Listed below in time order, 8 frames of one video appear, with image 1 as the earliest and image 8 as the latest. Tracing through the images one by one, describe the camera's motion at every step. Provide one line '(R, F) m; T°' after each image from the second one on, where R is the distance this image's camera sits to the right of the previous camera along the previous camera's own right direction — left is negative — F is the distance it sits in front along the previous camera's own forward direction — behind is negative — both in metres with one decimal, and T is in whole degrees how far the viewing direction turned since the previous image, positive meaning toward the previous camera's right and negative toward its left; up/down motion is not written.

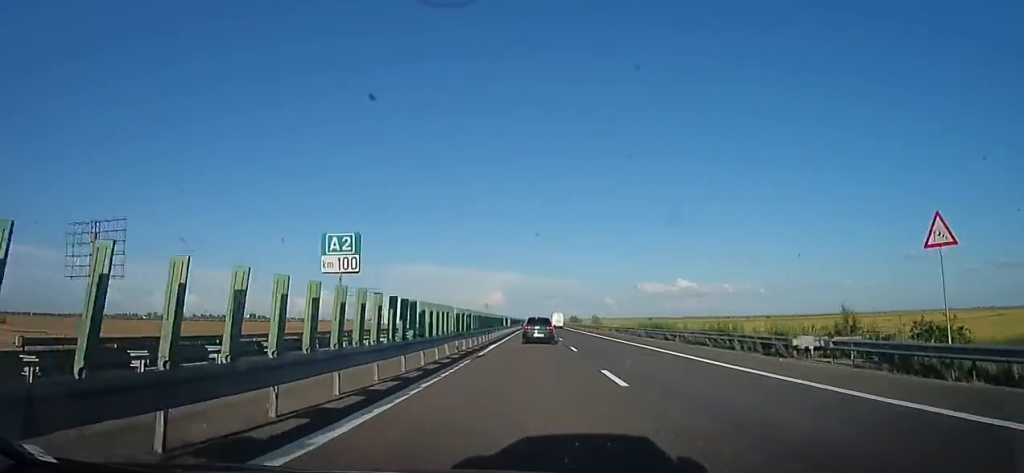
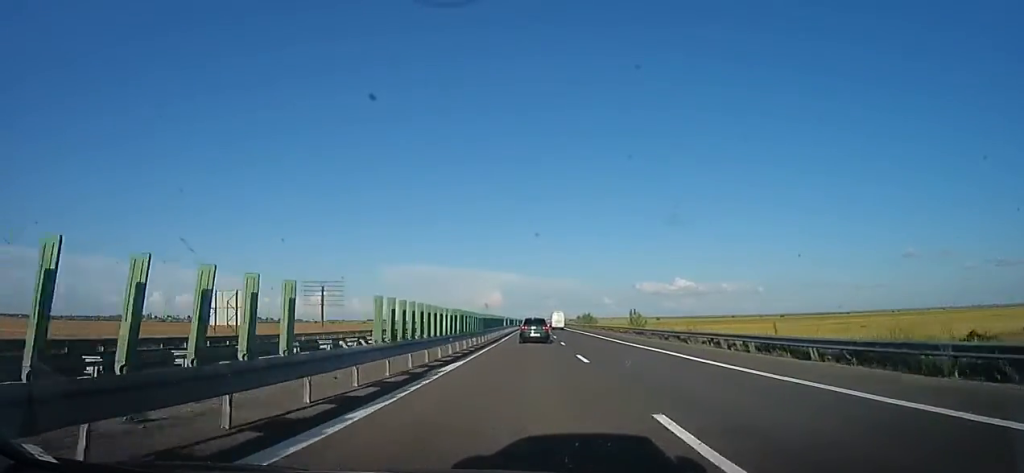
(+0.7, +42.8) m; +2°
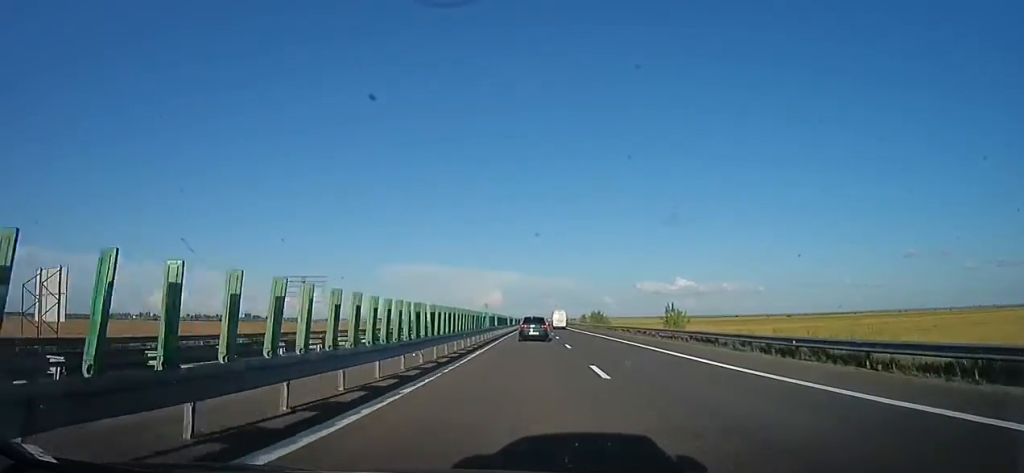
(+0.7, +16.6) m; 0°
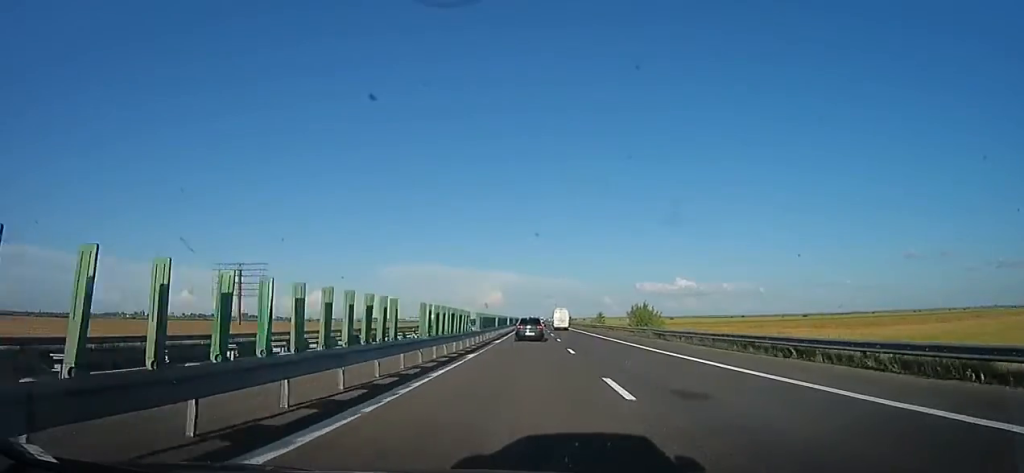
(-0.8, +39.6) m; 0°
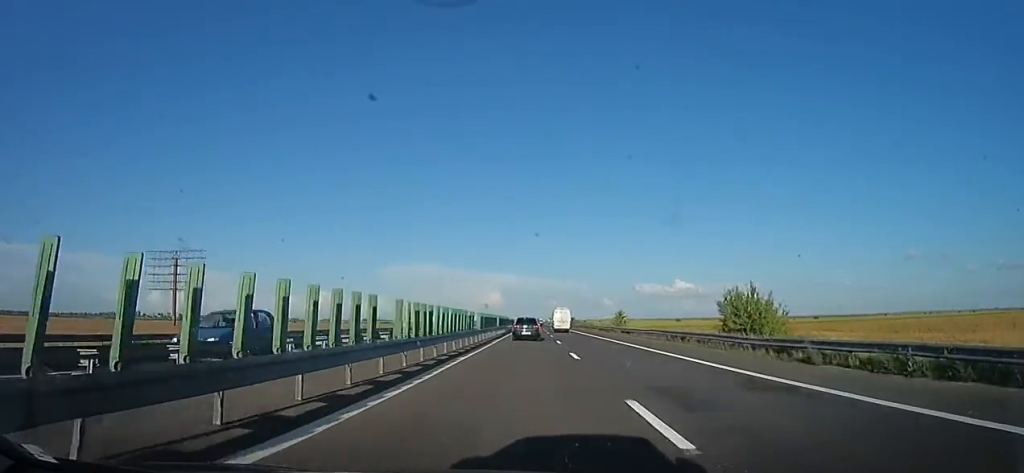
(+0.7, +27.3) m; 0°
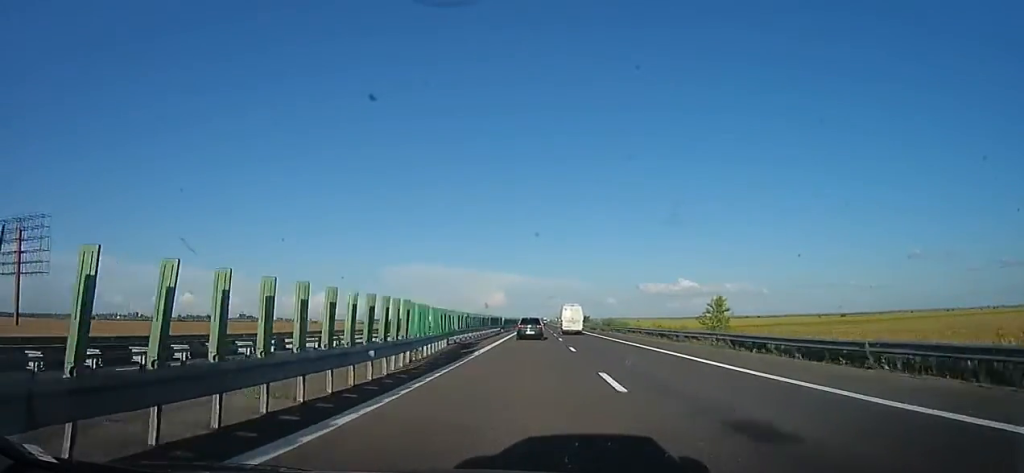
(-0.9, +44.6) m; 0°
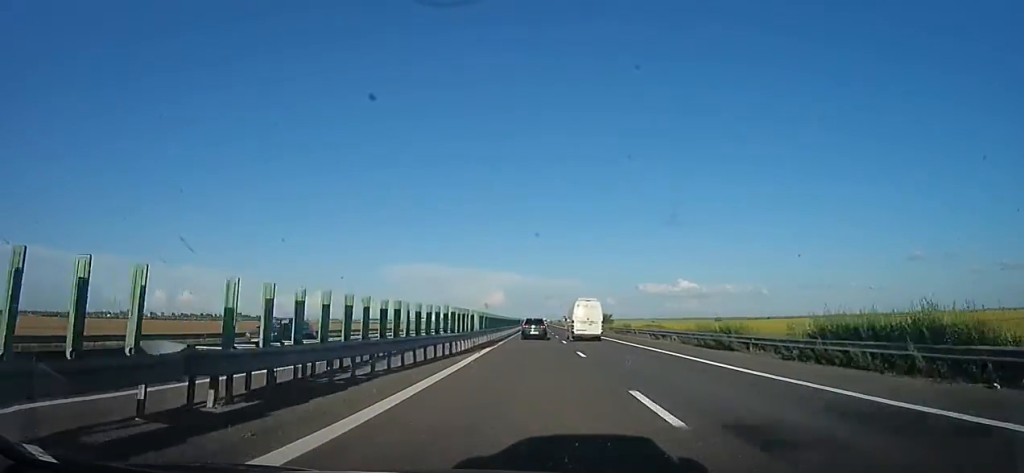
(+0.9, +51.8) m; 0°
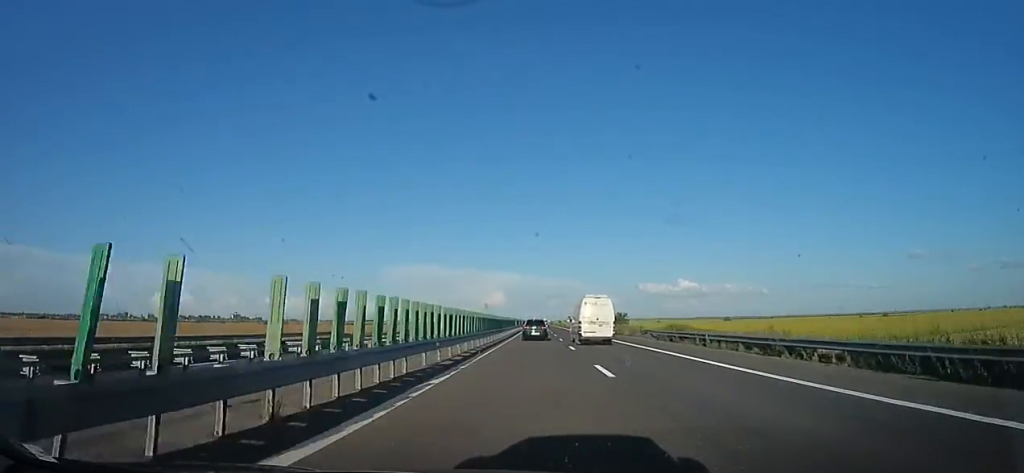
(-0.8, +18.5) m; 0°
